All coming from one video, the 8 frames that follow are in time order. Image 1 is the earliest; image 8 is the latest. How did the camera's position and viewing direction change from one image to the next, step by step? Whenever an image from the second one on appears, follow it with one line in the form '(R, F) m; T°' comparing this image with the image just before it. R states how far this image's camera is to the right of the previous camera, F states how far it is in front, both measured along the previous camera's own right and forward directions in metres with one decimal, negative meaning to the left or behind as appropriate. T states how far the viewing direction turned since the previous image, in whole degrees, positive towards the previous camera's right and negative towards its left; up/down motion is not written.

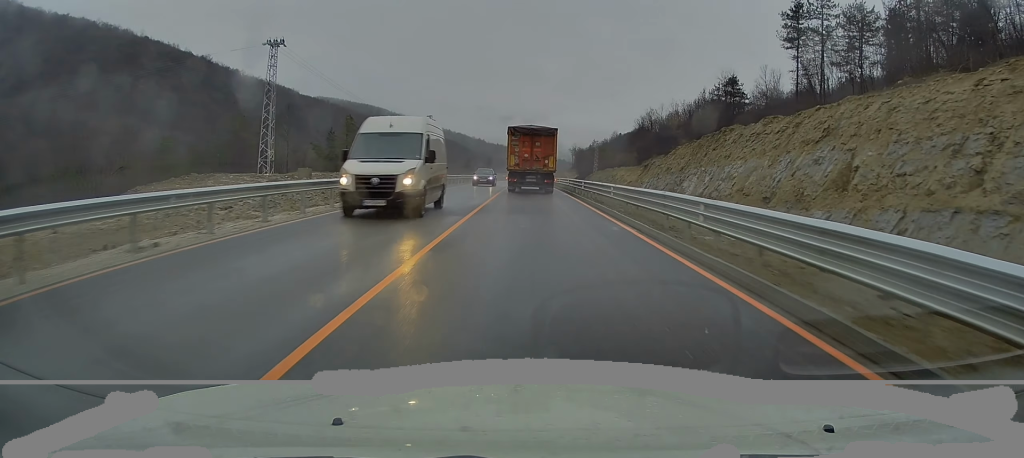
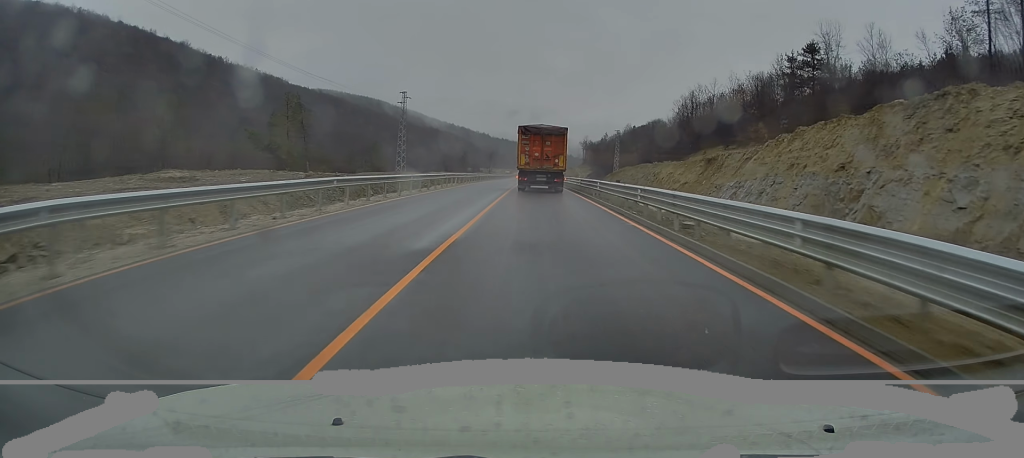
(+0.3, +39.7) m; 0°
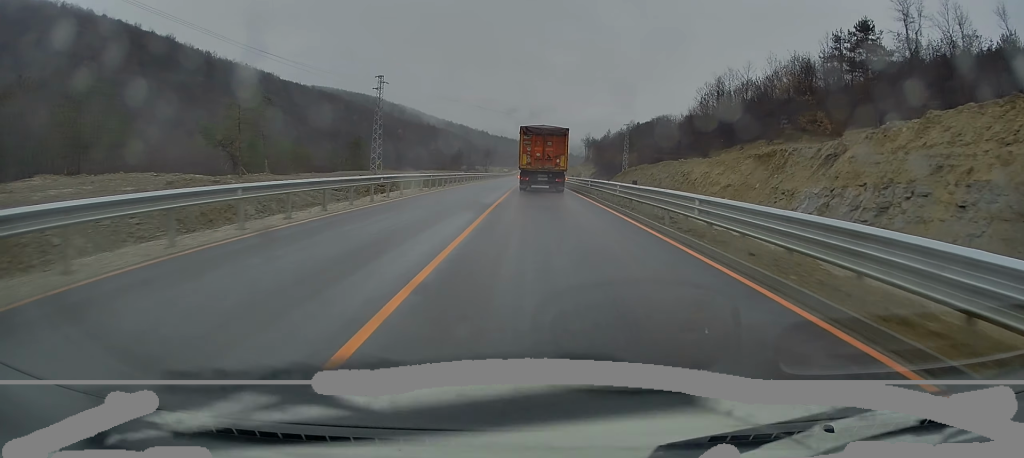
(-0.1, +18.7) m; -1°
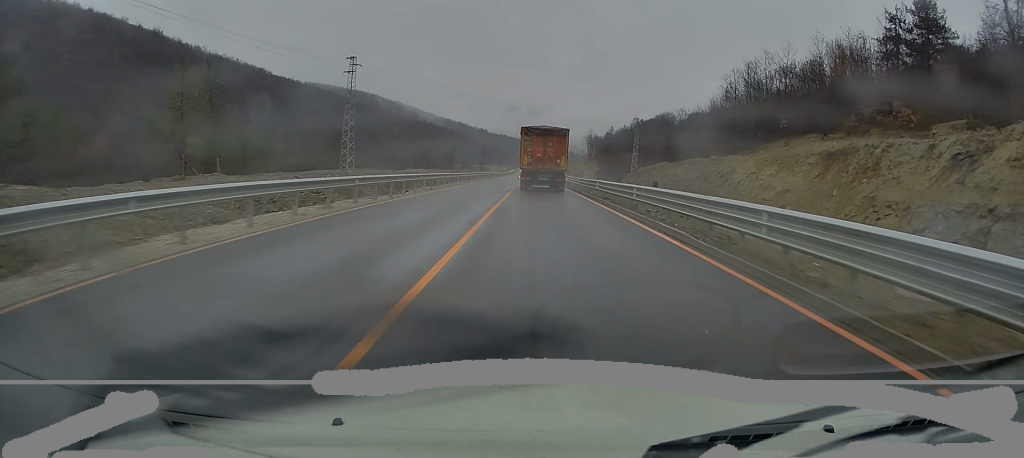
(-0.1, +15.9) m; 0°
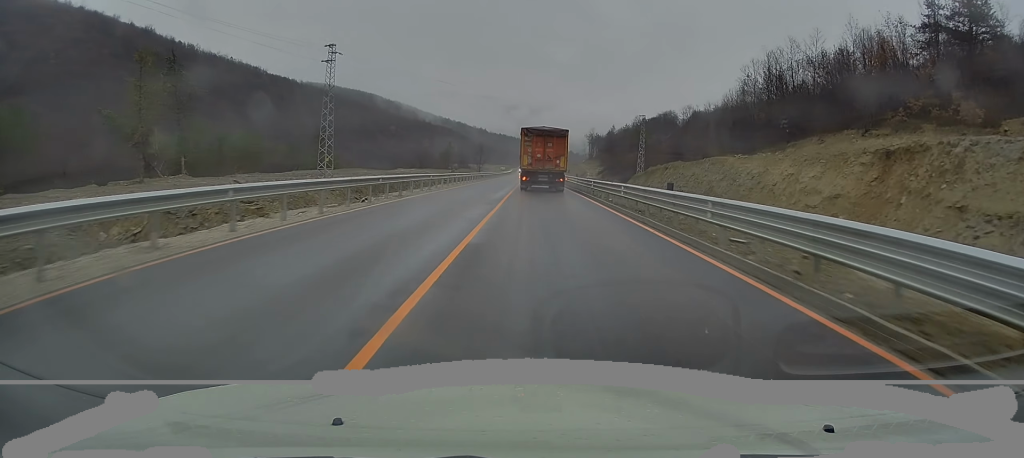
(0.0, +8.9) m; 0°
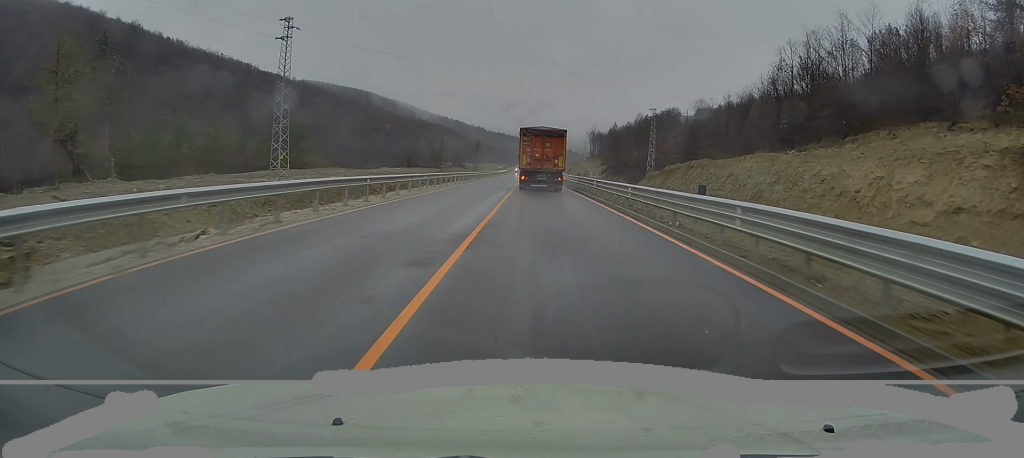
(+0.1, +13.7) m; 0°
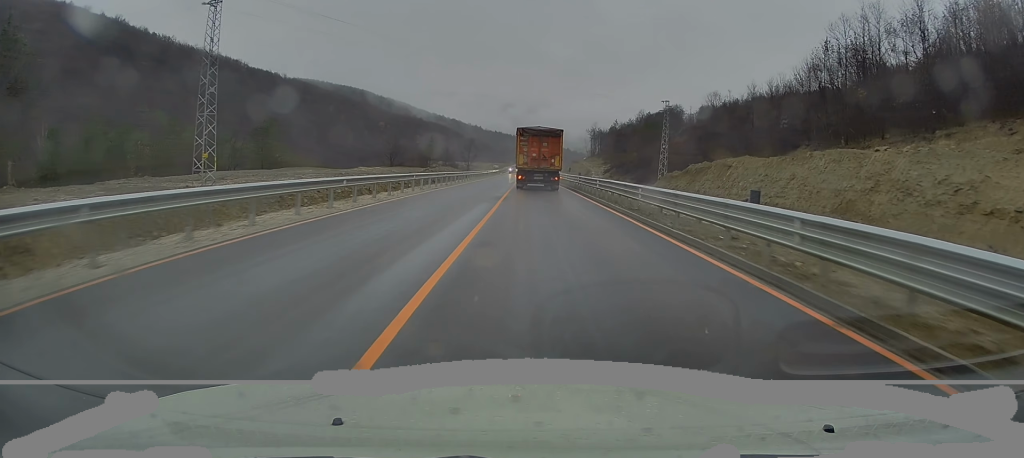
(-0.1, +14.5) m; 0°
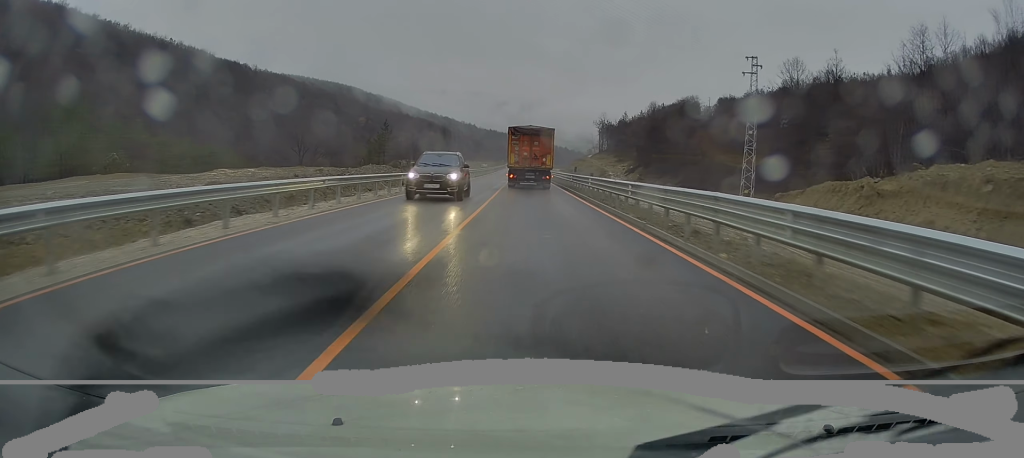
(+0.3, +48.4) m; +1°
